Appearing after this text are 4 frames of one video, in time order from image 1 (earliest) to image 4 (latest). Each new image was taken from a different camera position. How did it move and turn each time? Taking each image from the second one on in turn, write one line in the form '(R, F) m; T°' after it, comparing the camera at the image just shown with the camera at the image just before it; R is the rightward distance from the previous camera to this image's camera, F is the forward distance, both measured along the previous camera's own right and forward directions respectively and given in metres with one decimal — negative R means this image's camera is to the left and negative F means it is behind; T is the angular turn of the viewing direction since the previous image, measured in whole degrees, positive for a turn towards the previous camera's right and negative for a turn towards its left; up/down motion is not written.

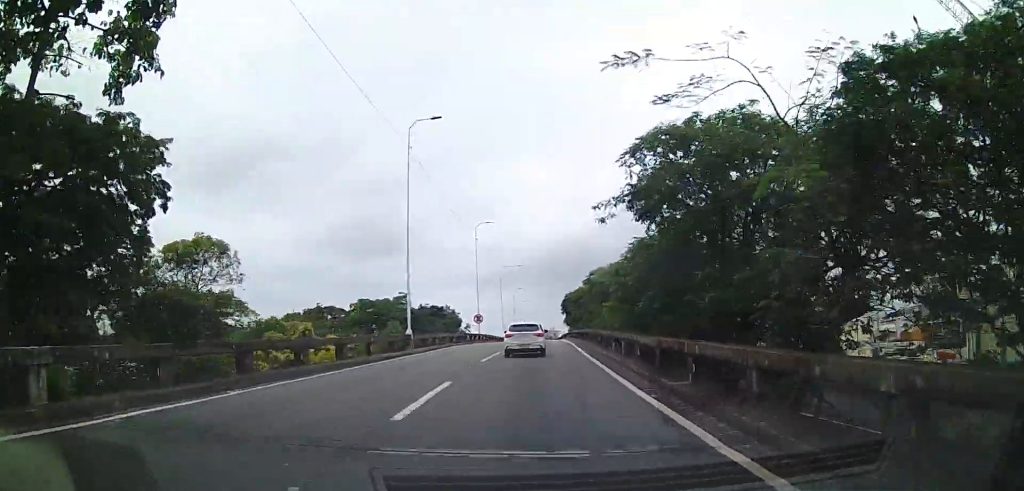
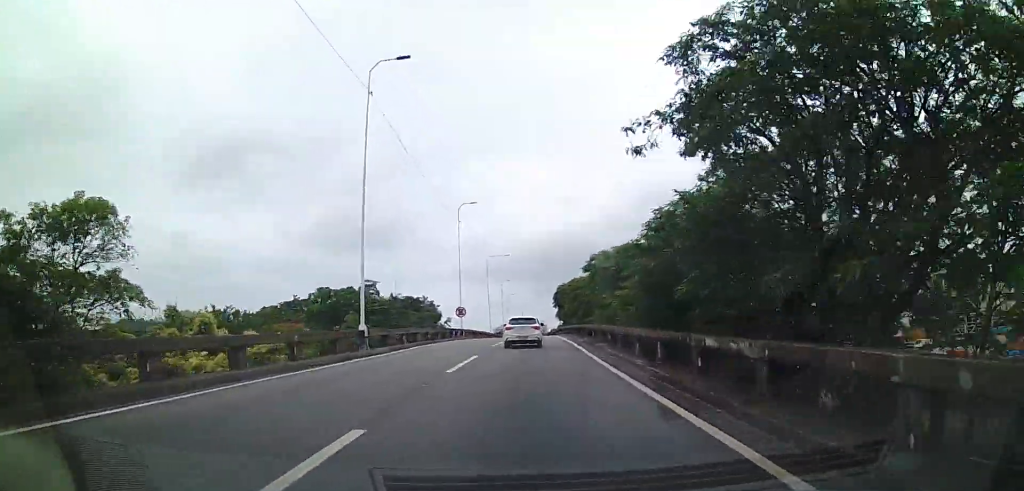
(+0.4, +7.1) m; +1°
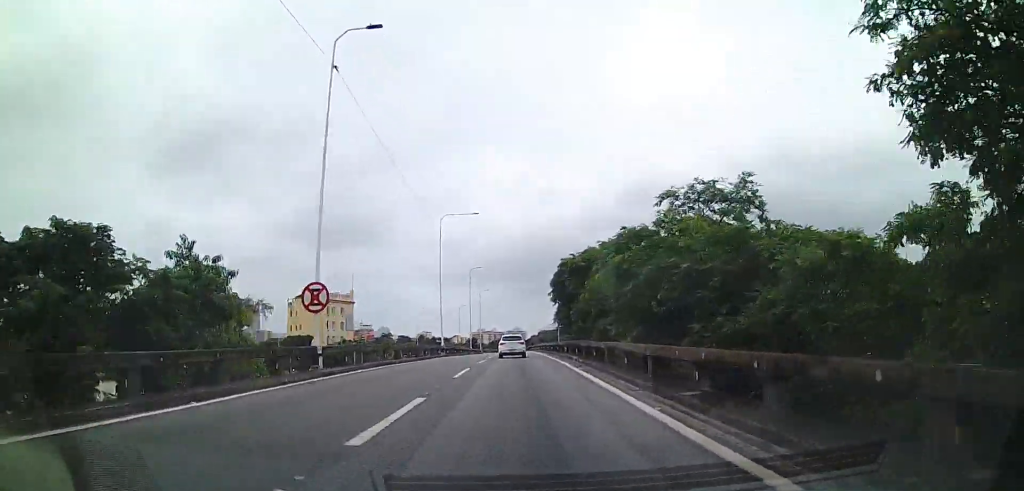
(+2.0, +34.0) m; +5°
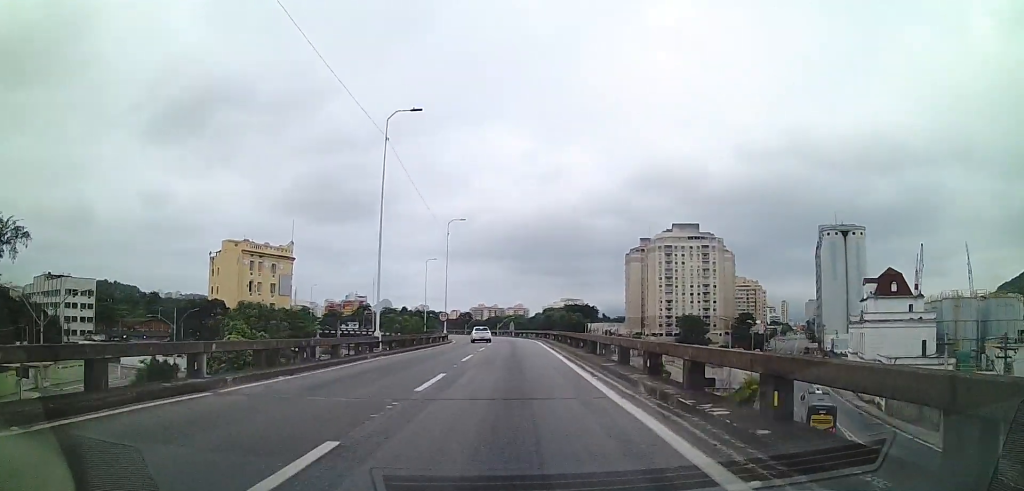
(-0.3, +57.2) m; 0°
